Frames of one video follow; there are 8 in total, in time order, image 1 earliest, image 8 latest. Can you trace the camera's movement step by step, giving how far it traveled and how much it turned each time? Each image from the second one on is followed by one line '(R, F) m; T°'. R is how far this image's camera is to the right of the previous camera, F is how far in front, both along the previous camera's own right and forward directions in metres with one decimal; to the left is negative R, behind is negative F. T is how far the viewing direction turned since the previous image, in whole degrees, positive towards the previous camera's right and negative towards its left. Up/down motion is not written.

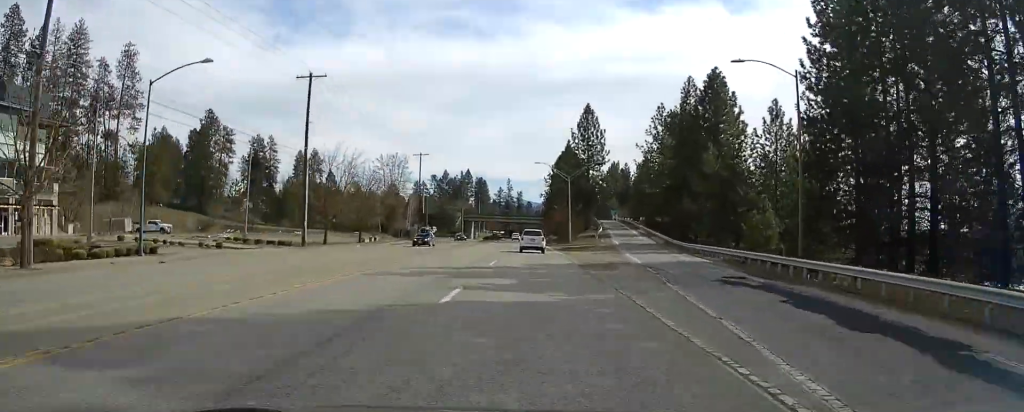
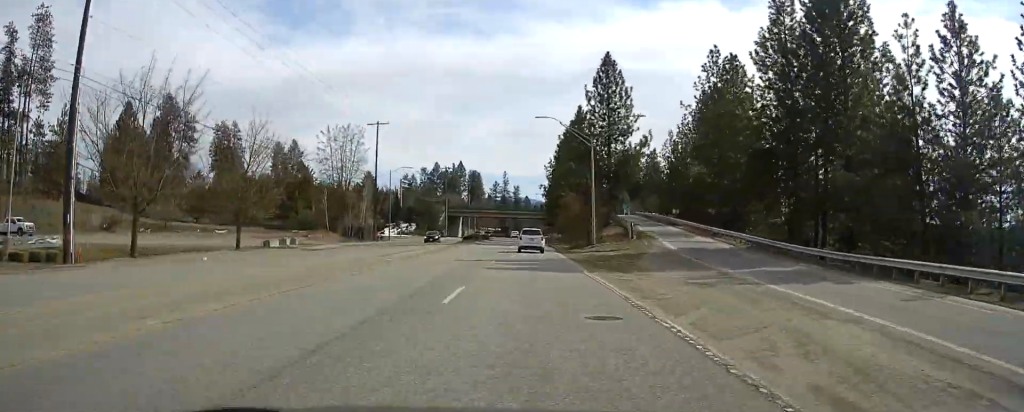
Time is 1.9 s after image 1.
(-0.3, +30.7) m; 0°
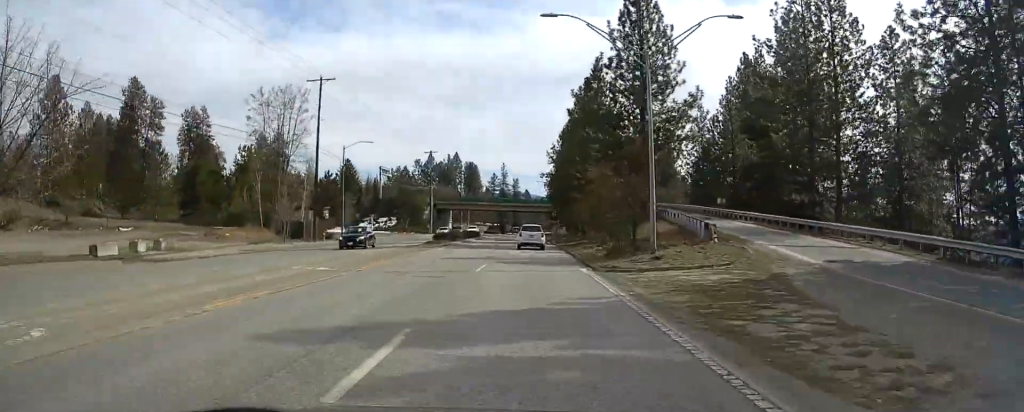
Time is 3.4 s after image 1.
(+0.3, +23.1) m; 0°
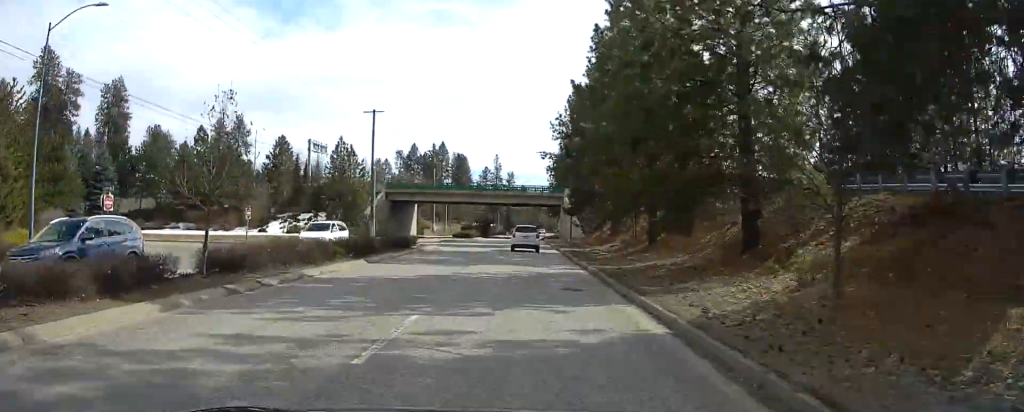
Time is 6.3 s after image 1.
(-0.1, +44.7) m; -1°
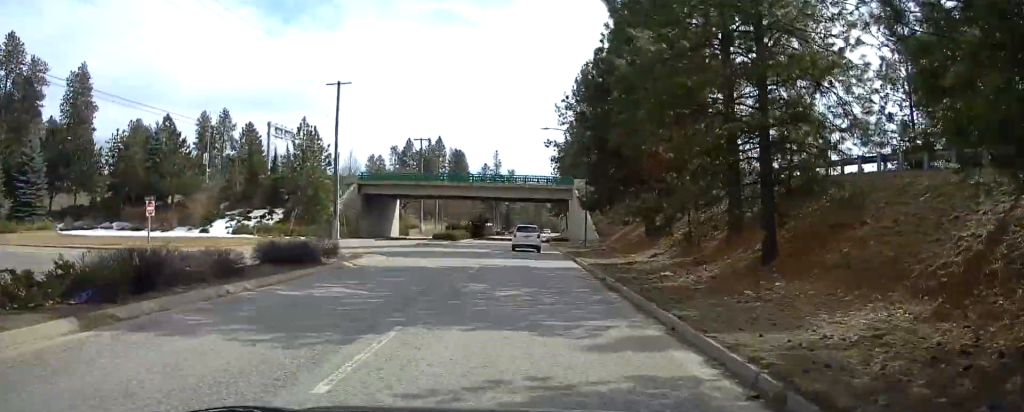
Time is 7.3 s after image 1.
(0.0, +16.2) m; 0°
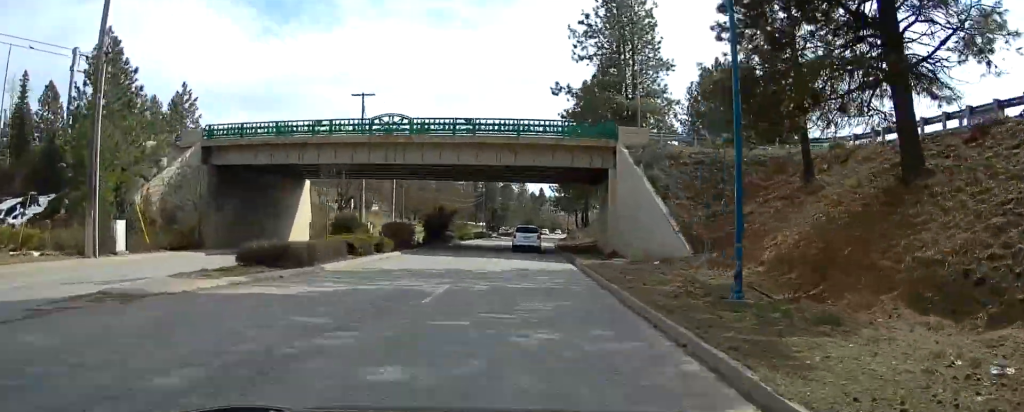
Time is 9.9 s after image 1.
(+0.5, +39.1) m; 0°
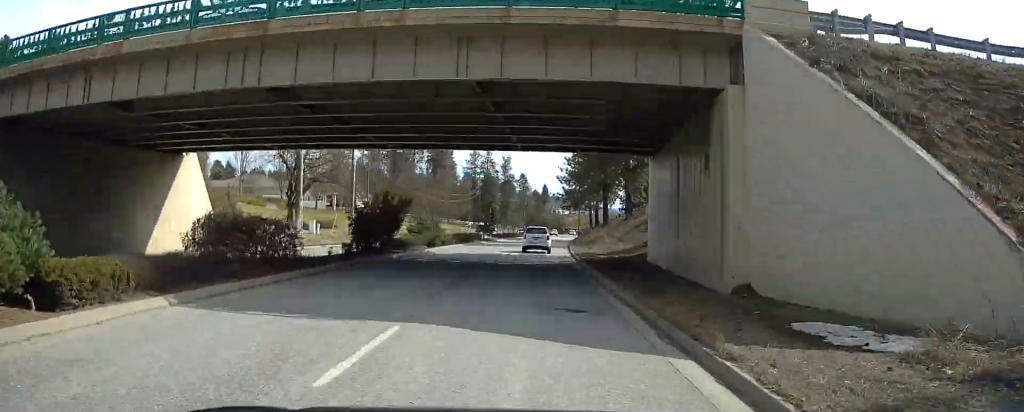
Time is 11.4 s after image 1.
(-0.3, +21.7) m; 0°
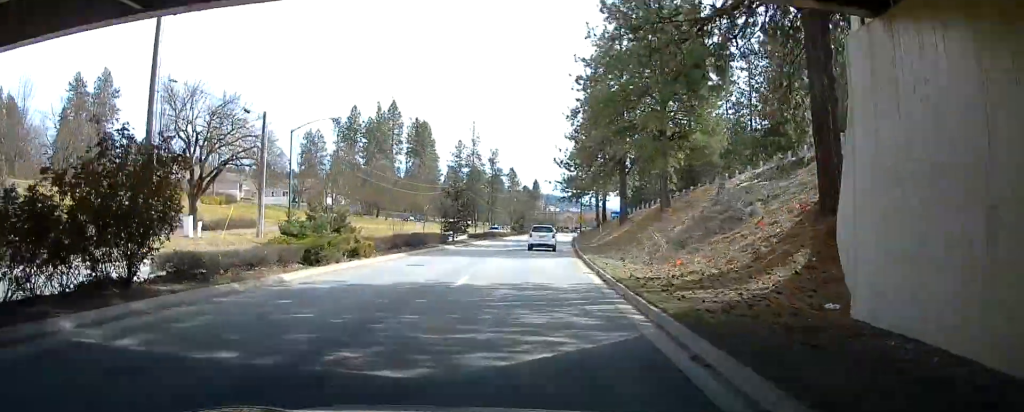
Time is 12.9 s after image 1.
(-0.1, +21.6) m; +1°
